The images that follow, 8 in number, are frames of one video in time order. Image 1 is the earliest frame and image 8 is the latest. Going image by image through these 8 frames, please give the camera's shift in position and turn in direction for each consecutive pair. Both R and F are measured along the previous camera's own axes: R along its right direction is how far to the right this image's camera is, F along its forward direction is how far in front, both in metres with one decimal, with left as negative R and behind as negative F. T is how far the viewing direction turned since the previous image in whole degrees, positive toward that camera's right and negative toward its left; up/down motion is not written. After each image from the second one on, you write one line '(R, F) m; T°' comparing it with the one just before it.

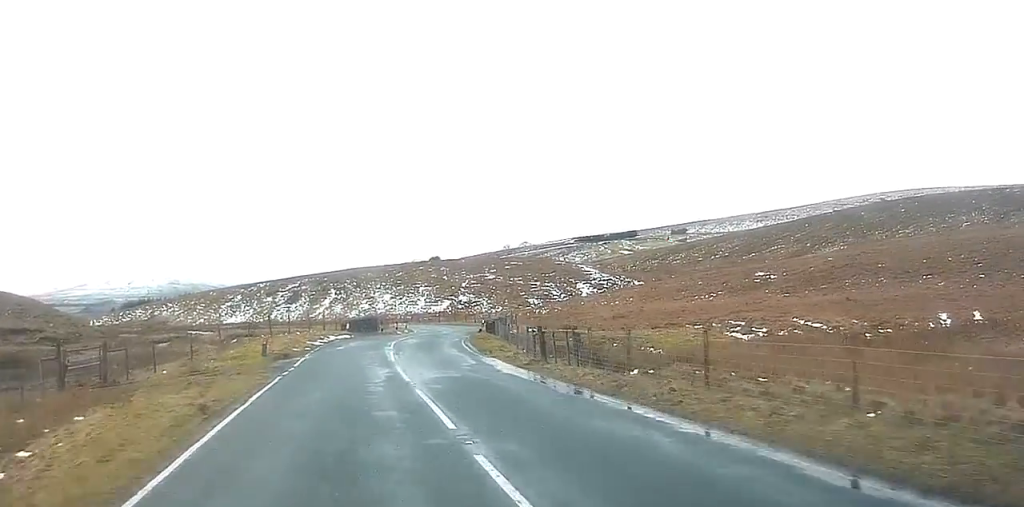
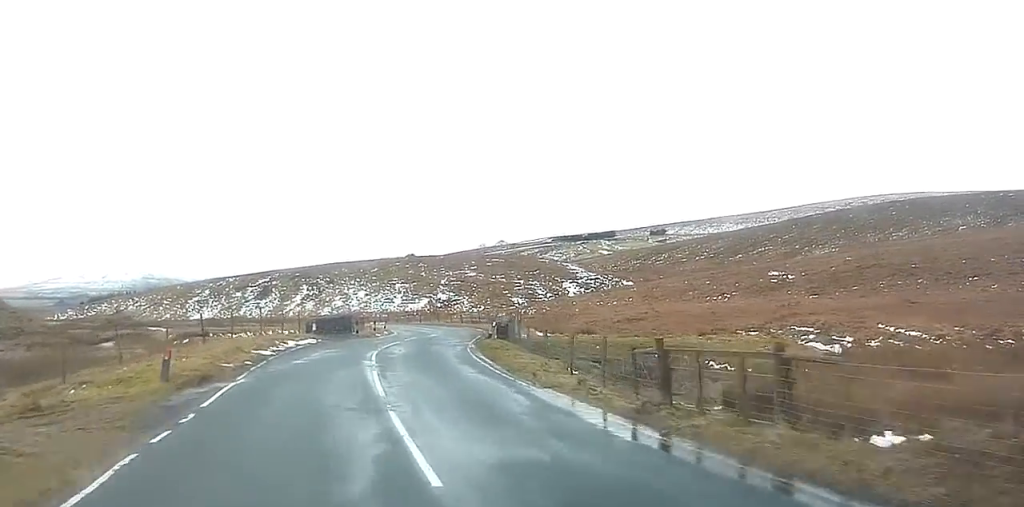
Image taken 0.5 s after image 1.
(+0.3, +11.9) m; +2°
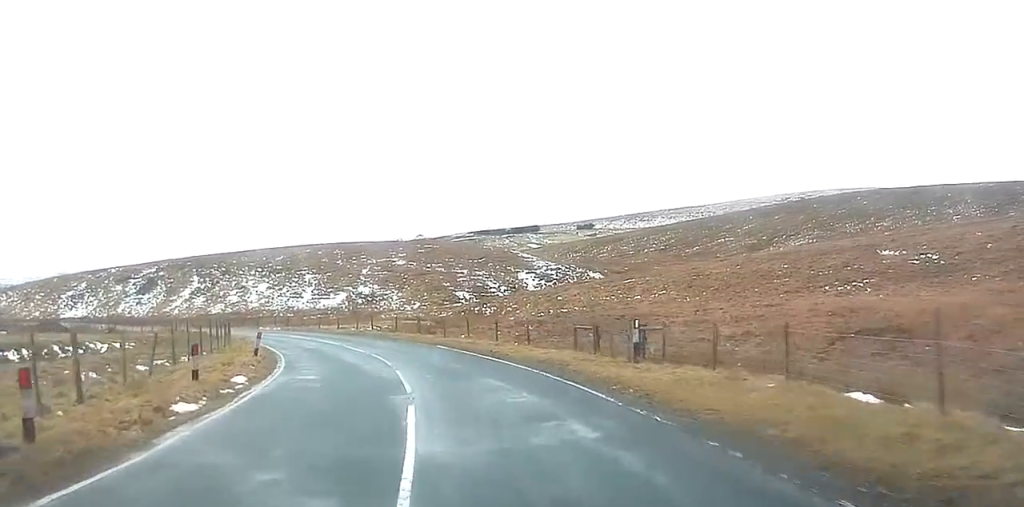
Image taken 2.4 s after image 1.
(+2.3, +44.1) m; +4°
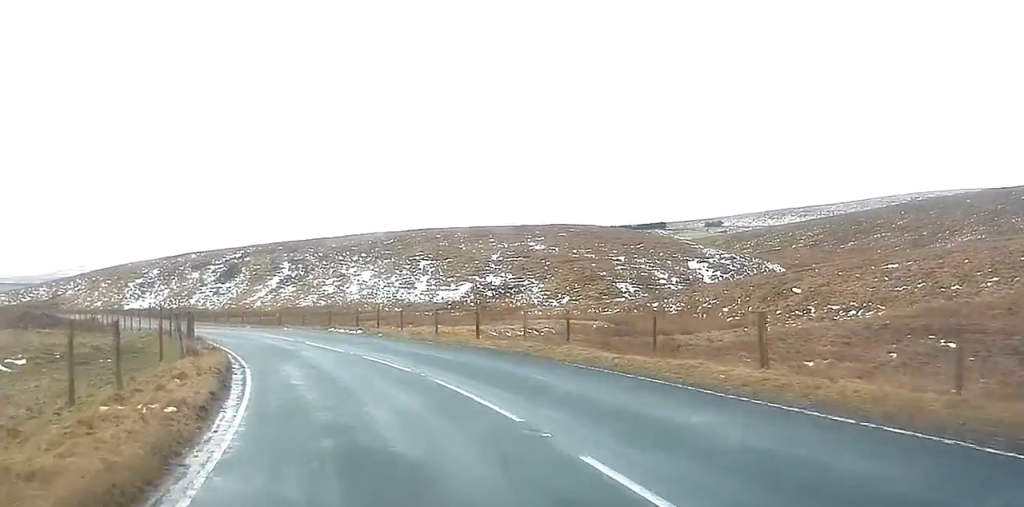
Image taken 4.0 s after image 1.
(-0.7, +33.7) m; -7°
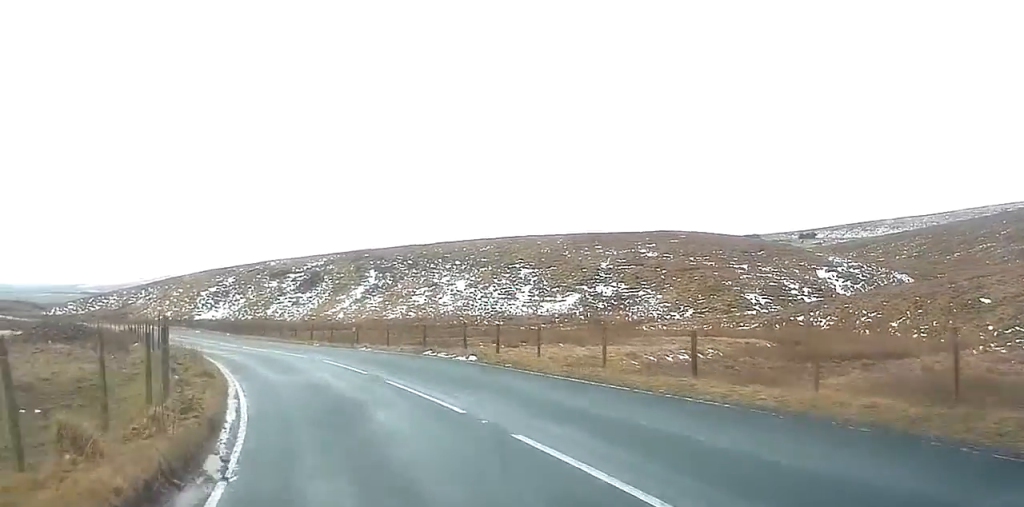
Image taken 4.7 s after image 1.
(-0.9, +12.8) m; -5°
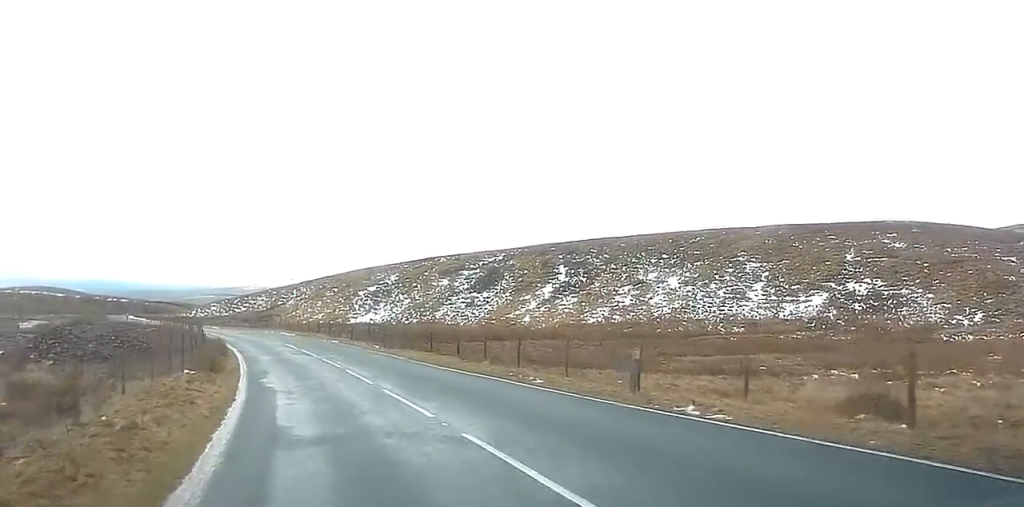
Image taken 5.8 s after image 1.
(-1.8, +22.4) m; -9°
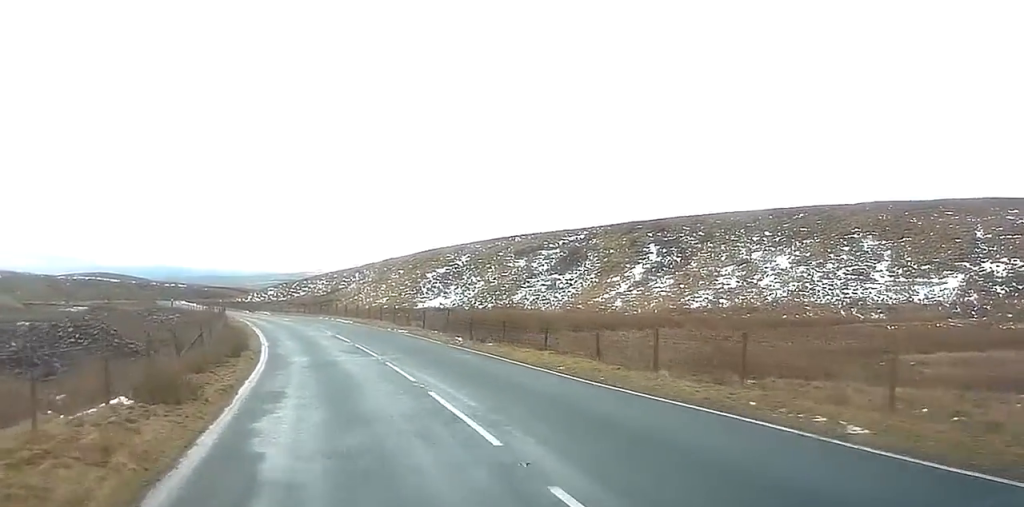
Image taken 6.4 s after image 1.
(-0.5, +11.9) m; -4°
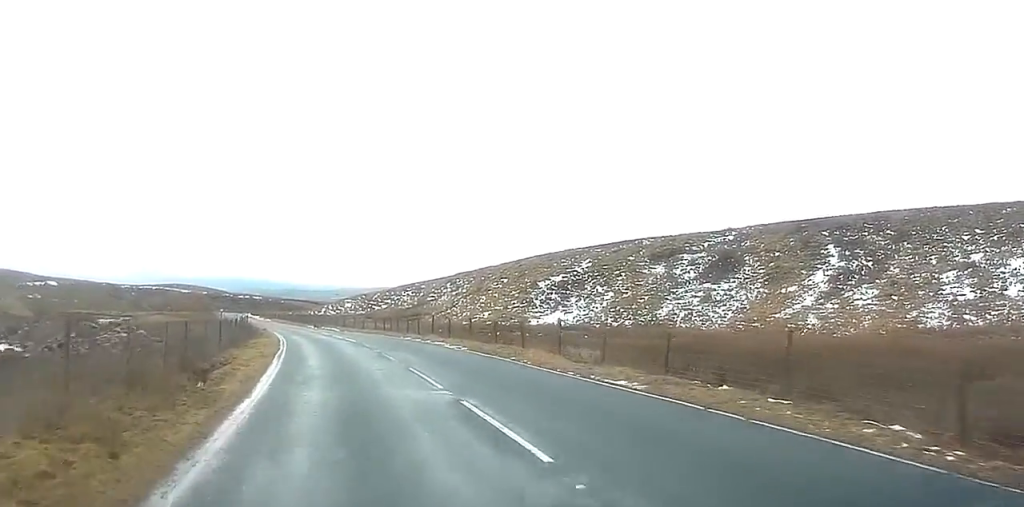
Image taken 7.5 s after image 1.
(-1.7, +24.4) m; -6°
